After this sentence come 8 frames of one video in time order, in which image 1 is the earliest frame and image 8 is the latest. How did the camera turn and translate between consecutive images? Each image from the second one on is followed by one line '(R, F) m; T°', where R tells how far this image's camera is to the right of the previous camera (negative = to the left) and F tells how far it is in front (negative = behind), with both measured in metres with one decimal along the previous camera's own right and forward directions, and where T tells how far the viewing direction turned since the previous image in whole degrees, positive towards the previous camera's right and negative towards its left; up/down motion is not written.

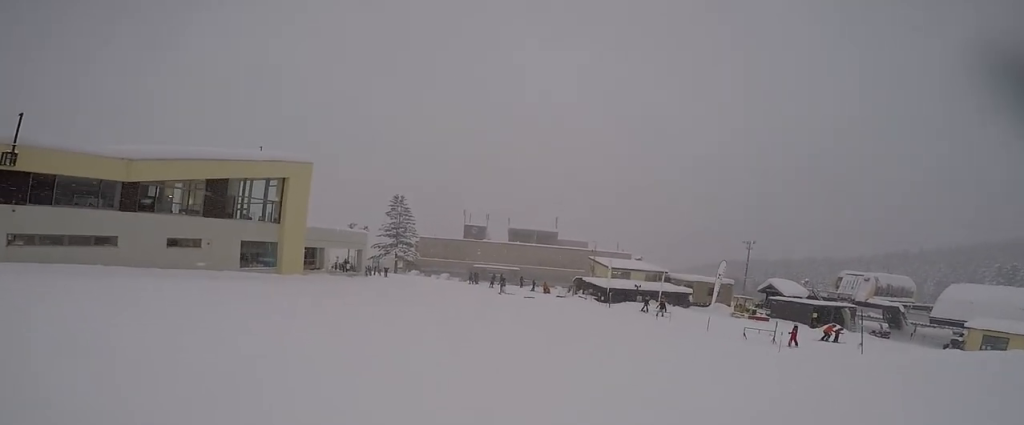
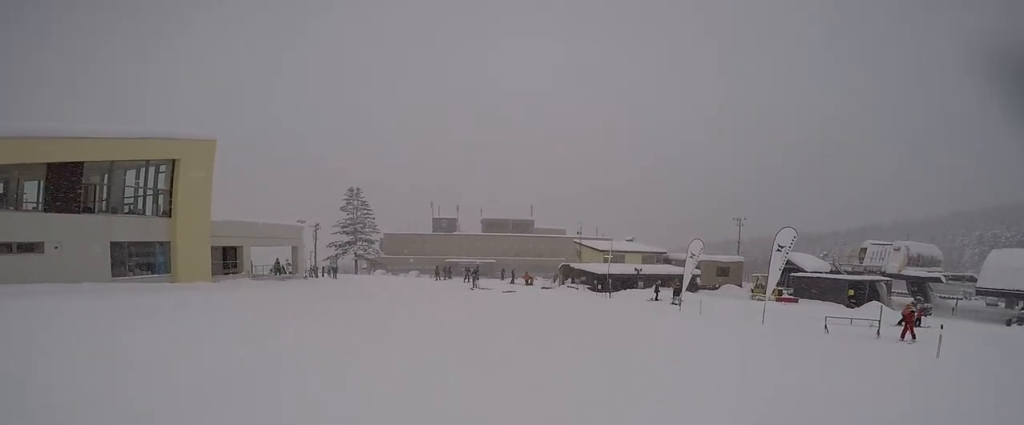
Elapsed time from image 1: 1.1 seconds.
(-0.7, +6.9) m; -1°
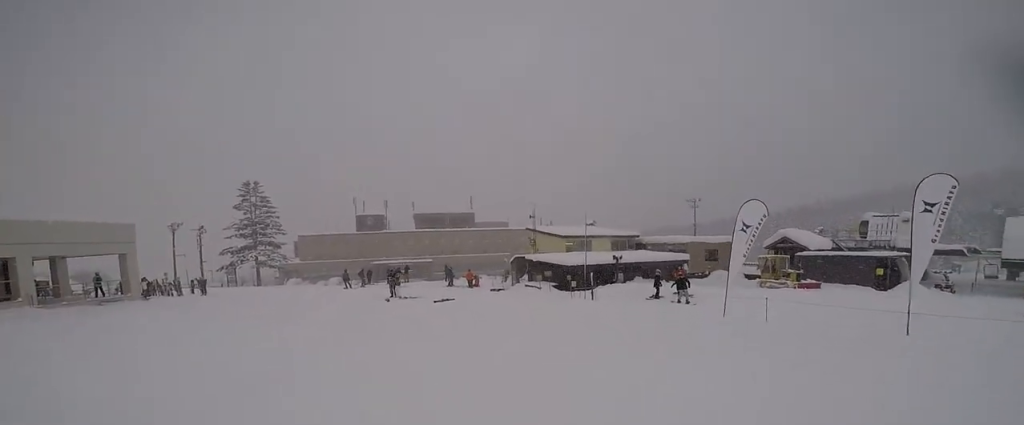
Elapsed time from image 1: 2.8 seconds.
(+1.1, +9.5) m; +5°
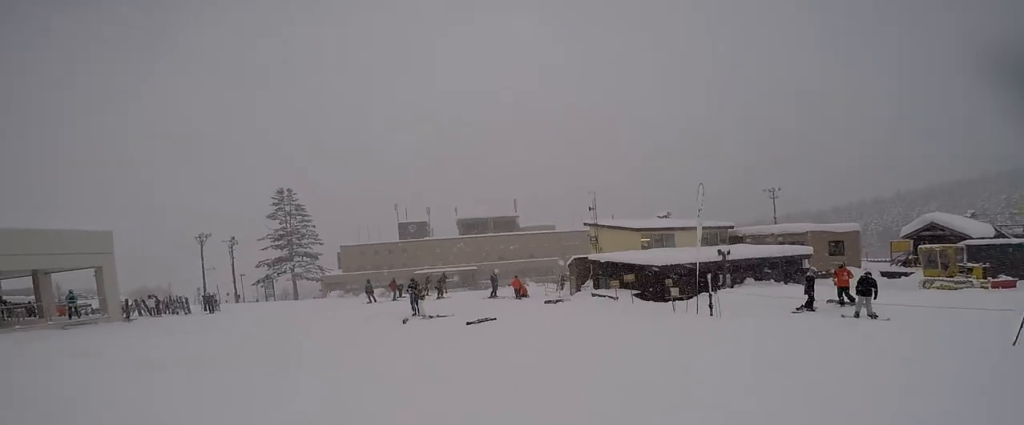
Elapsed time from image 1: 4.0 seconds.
(-0.6, +6.3) m; 0°
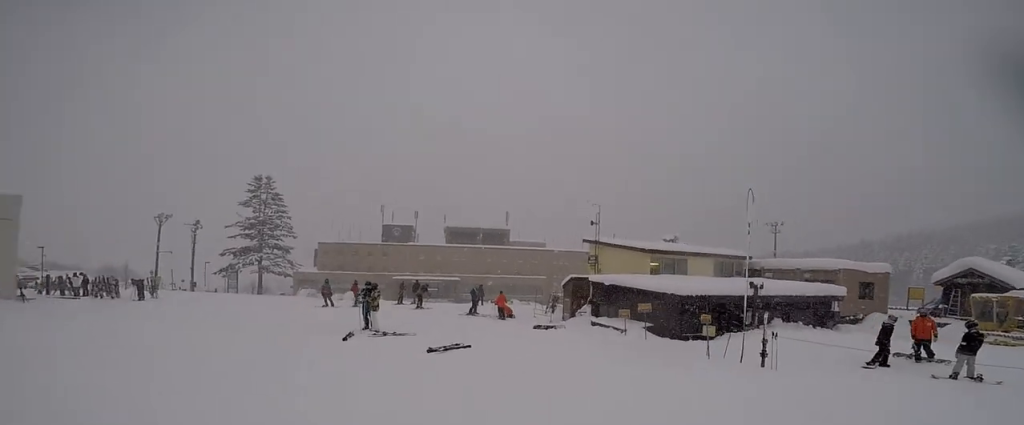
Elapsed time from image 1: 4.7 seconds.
(+0.3, +3.5) m; +4°
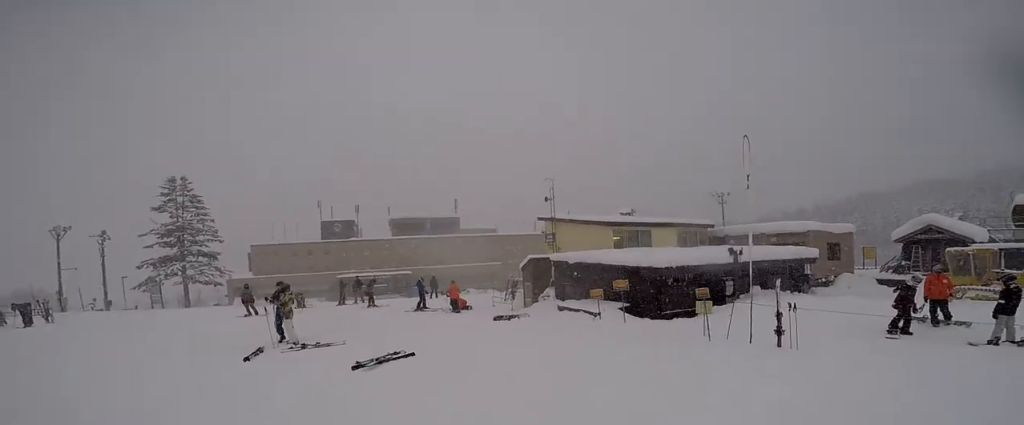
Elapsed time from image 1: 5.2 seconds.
(0.0, +2.2) m; -4°
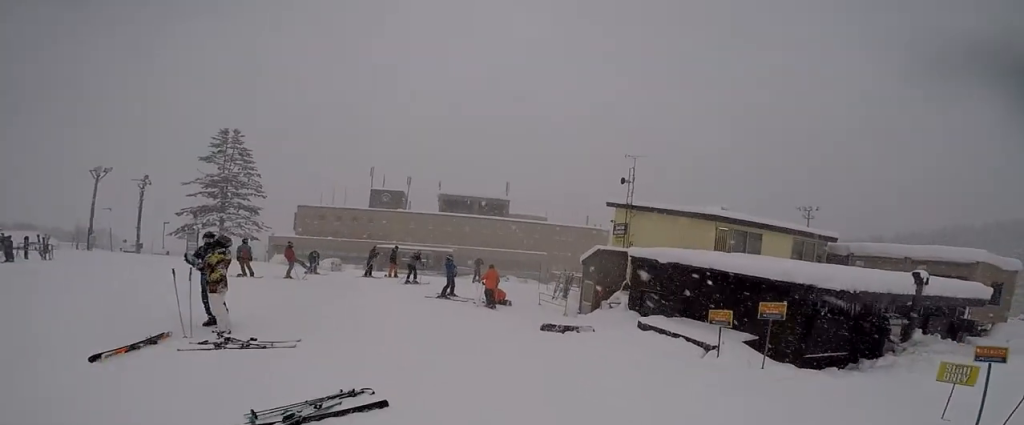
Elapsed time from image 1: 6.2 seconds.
(-0.3, +4.4) m; -3°
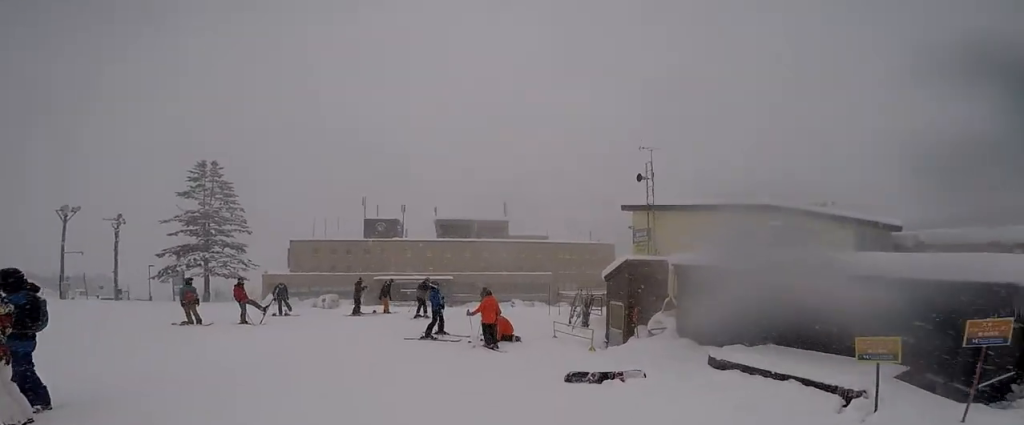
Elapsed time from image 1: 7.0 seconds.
(-0.1, +3.3) m; +4°
